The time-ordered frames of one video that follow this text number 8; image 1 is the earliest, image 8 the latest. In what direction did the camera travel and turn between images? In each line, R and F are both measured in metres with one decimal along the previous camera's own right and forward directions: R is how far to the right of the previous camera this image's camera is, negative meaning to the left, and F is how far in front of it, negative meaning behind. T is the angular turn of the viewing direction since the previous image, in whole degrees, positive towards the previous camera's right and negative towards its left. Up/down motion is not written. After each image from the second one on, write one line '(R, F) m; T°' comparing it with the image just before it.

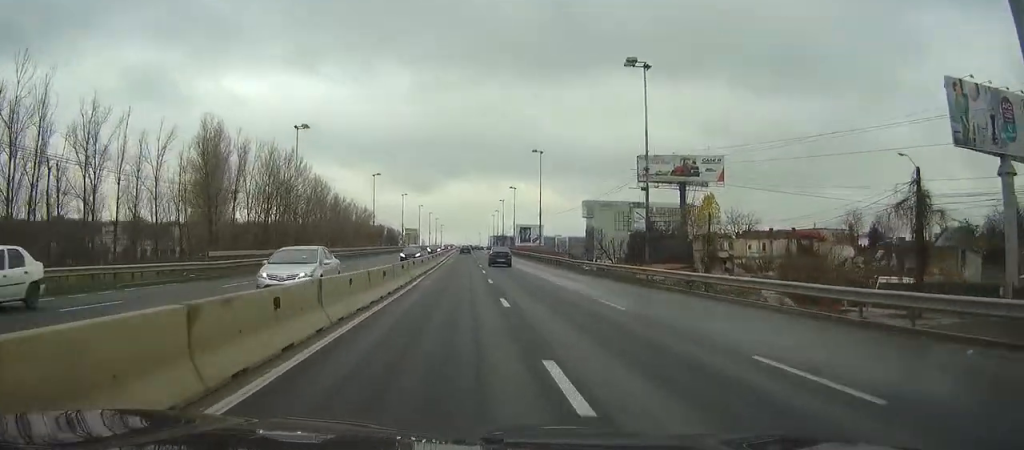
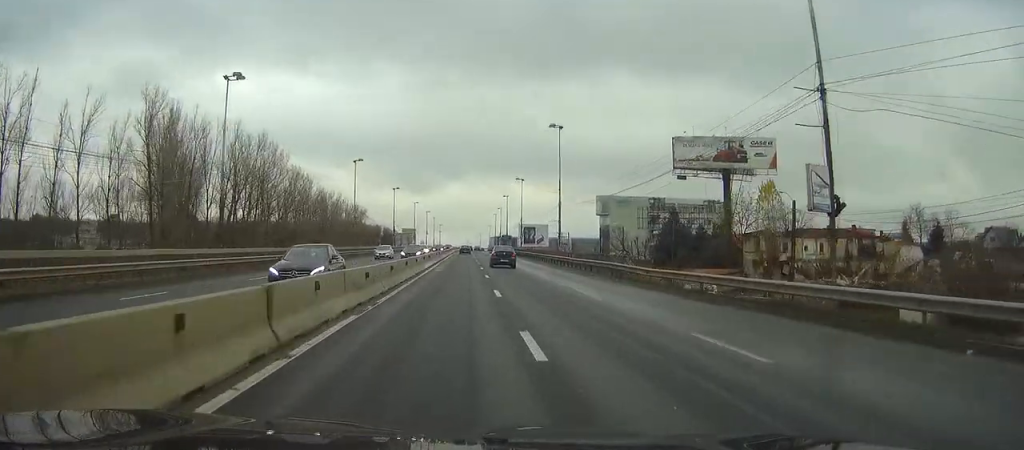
(+0.1, +21.4) m; 0°
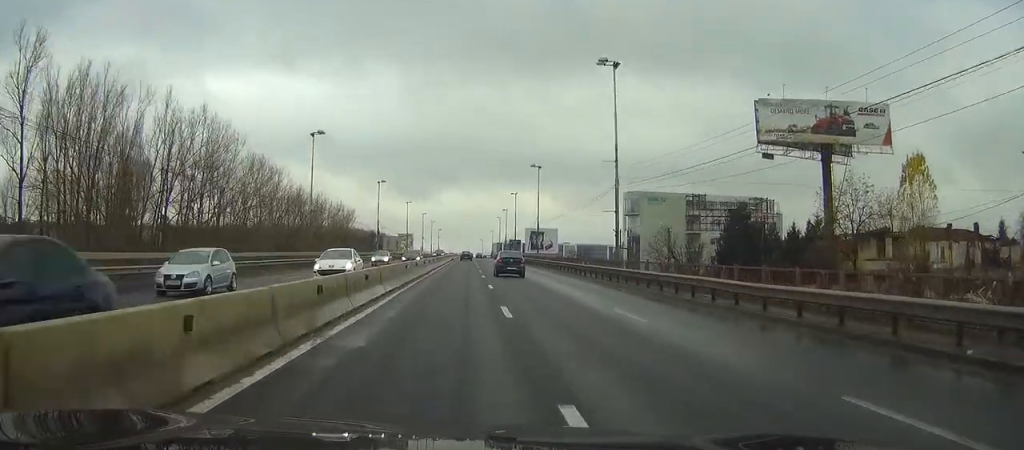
(0.0, +29.7) m; 0°
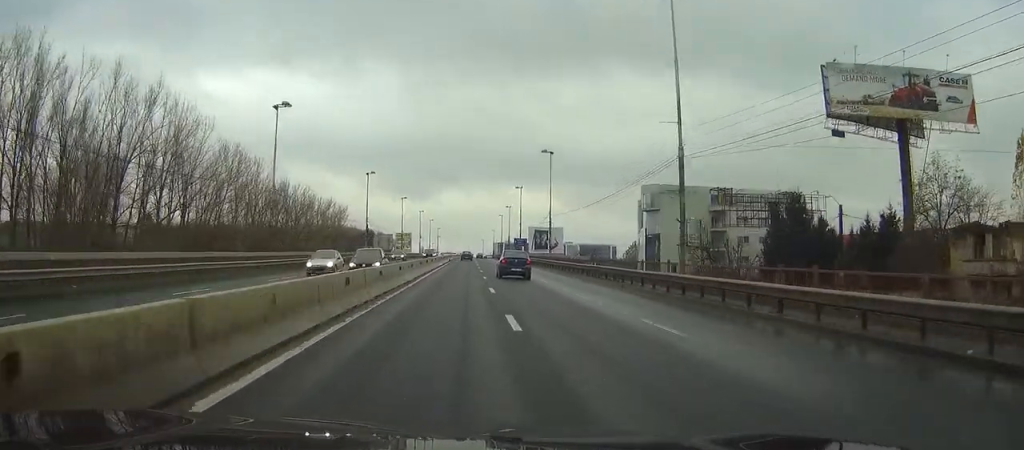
(0.0, +14.9) m; 0°
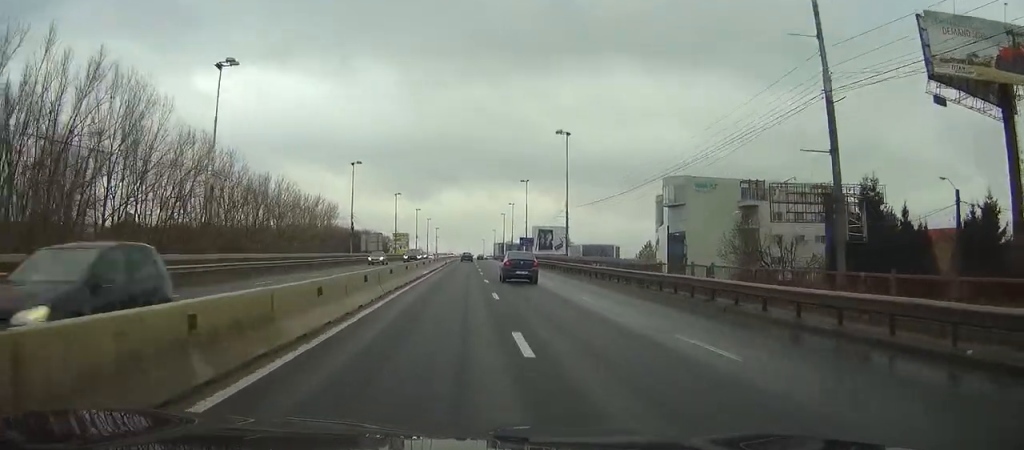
(0.0, +14.9) m; 0°
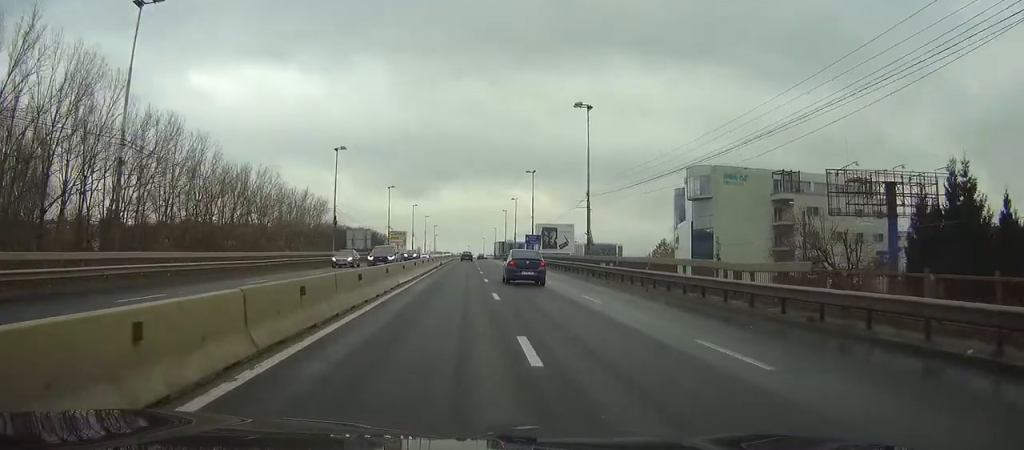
(0.0, +13.2) m; 0°
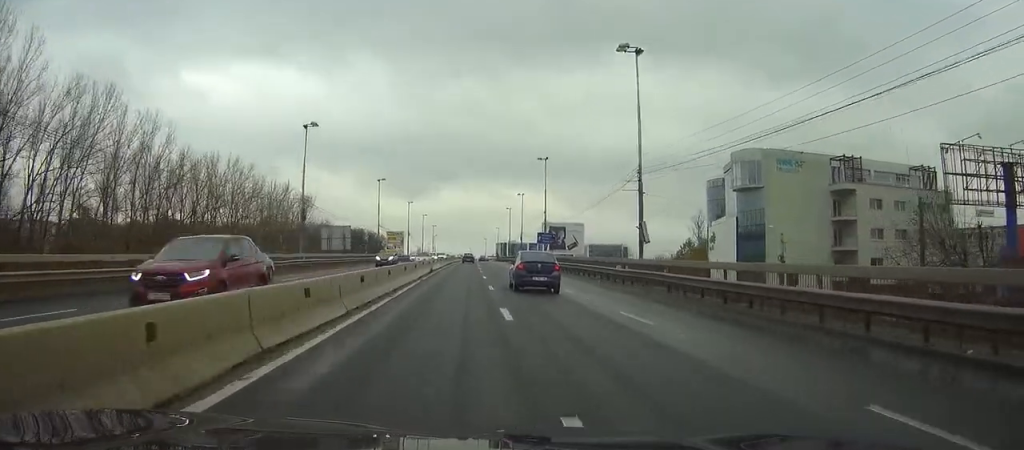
(0.0, +17.9) m; 0°
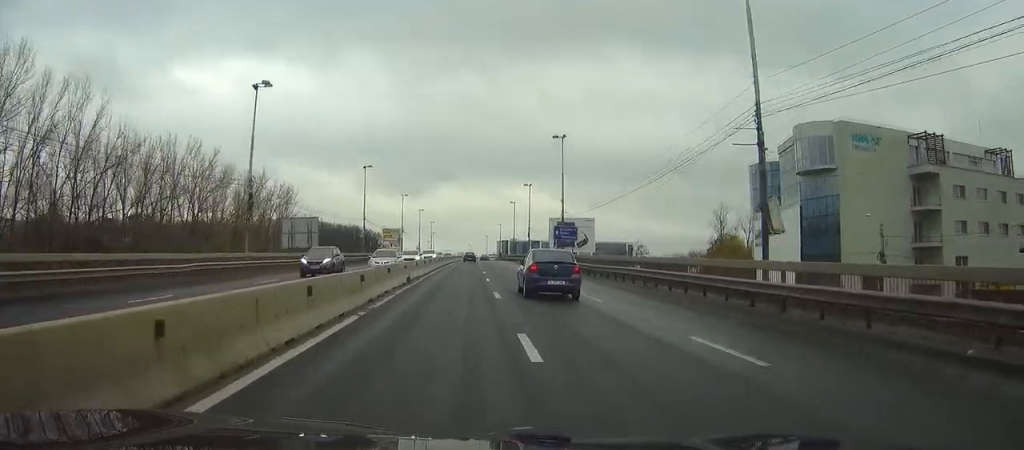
(0.0, +18.0) m; 0°
